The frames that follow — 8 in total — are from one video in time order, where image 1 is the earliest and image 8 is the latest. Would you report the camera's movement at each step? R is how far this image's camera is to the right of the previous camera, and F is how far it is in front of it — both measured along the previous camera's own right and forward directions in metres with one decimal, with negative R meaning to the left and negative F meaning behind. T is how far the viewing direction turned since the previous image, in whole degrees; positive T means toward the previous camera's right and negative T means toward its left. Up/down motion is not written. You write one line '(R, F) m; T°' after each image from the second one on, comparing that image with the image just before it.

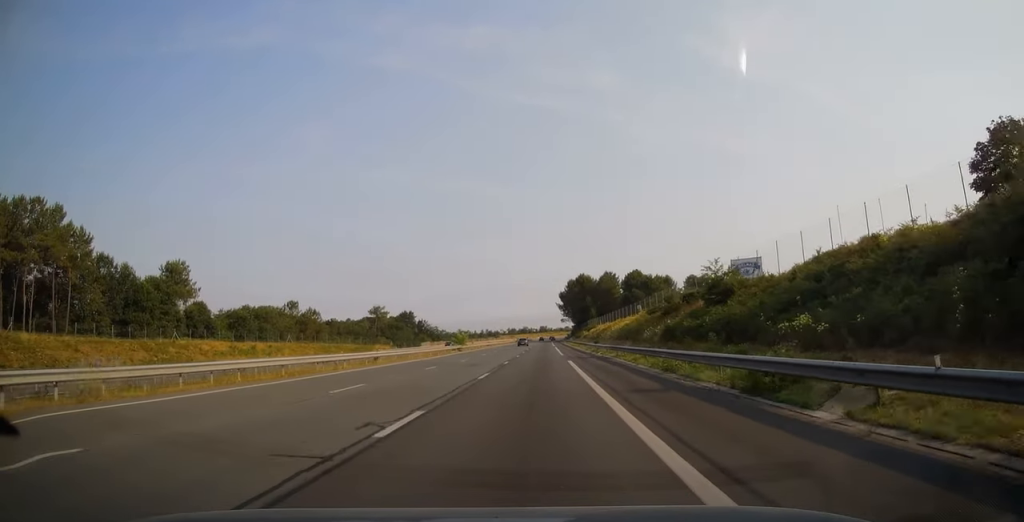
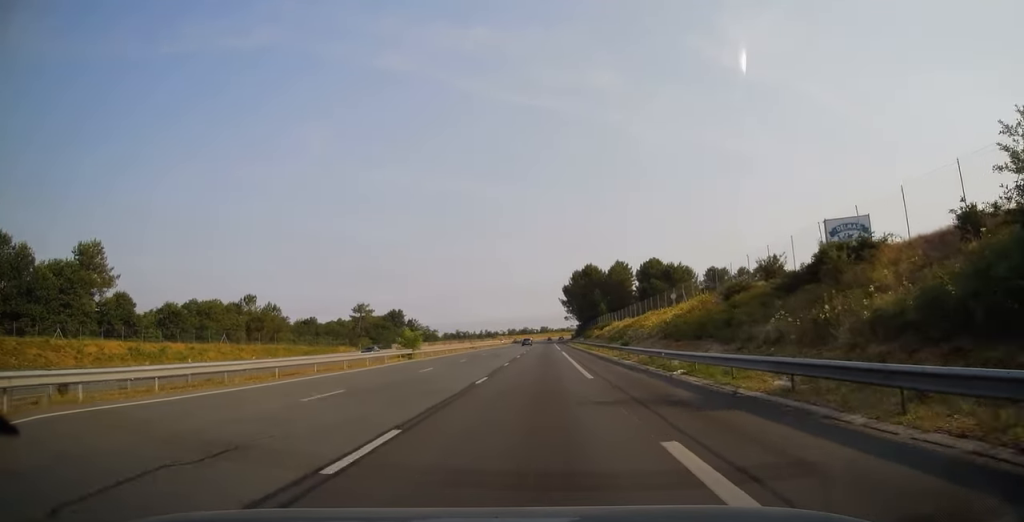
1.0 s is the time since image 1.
(+0.1, +28.3) m; 0°
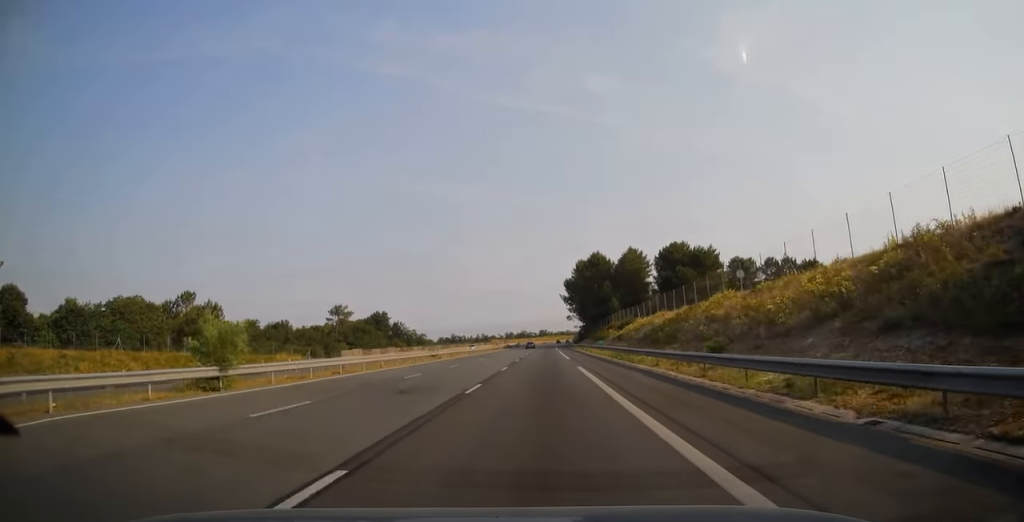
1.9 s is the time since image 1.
(0.0, +28.8) m; 0°
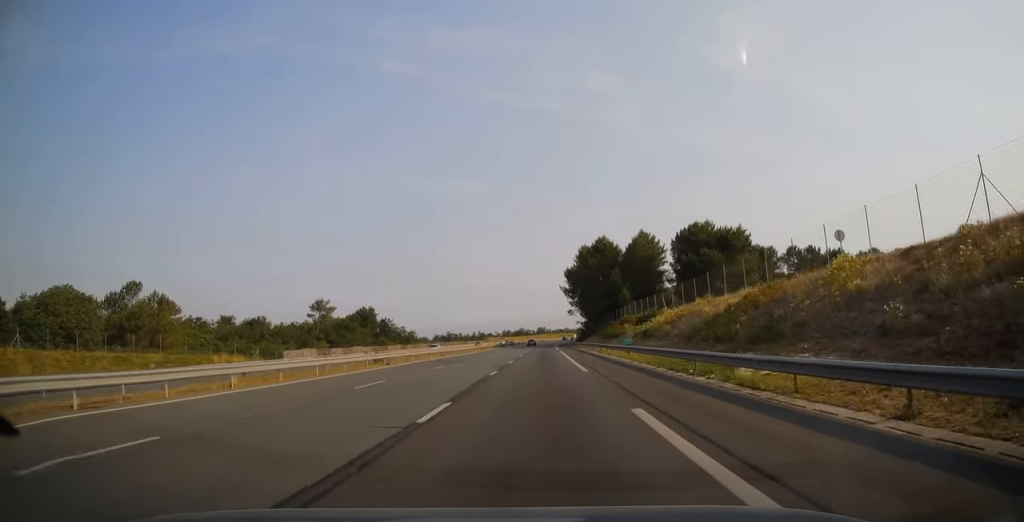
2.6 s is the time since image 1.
(0.0, +19.1) m; 0°
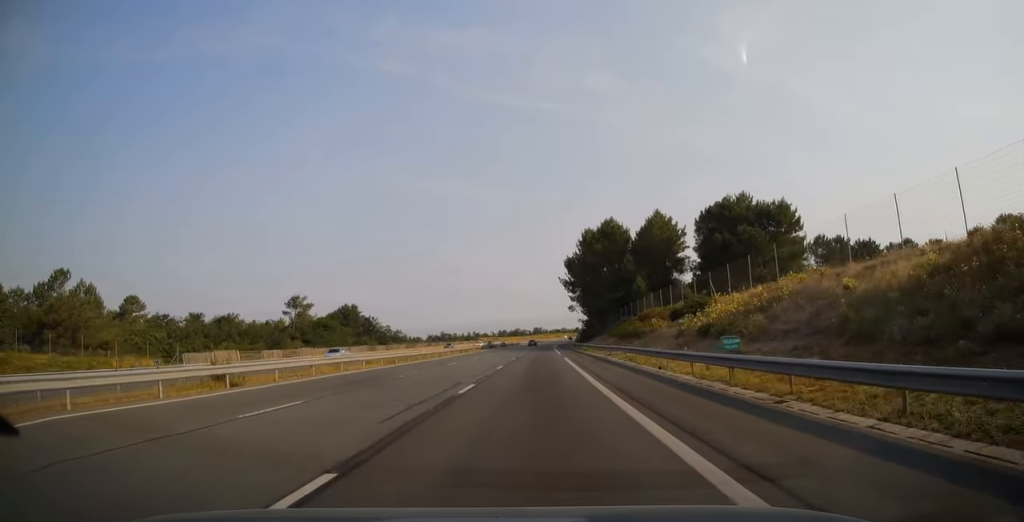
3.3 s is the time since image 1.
(+0.1, +20.1) m; 0°
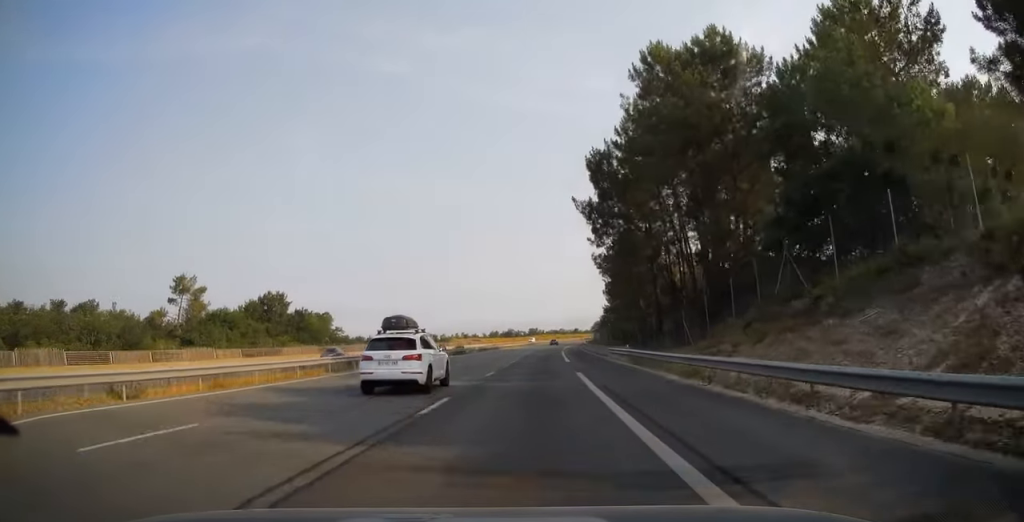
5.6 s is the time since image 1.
(+0.2, +69.5) m; 0°
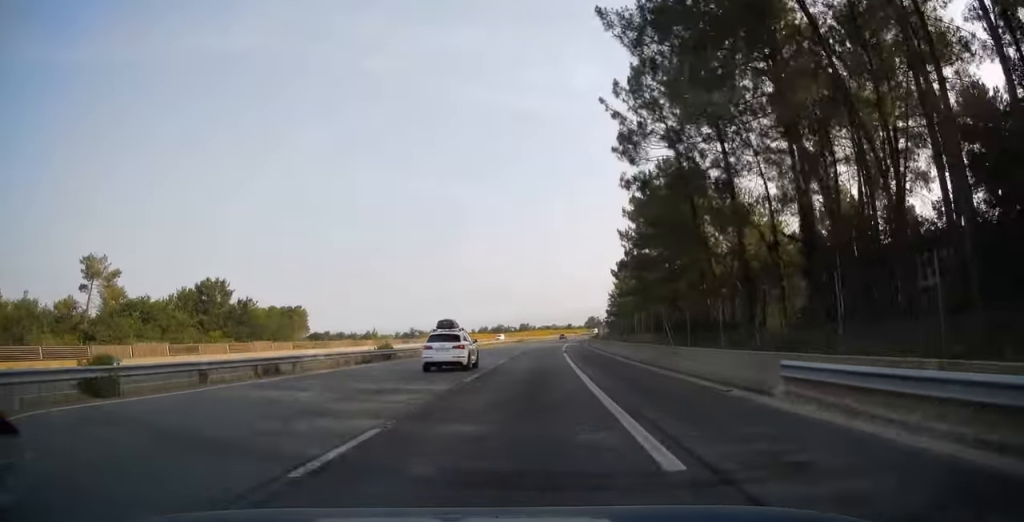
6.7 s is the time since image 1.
(0.0, +31.7) m; 0°
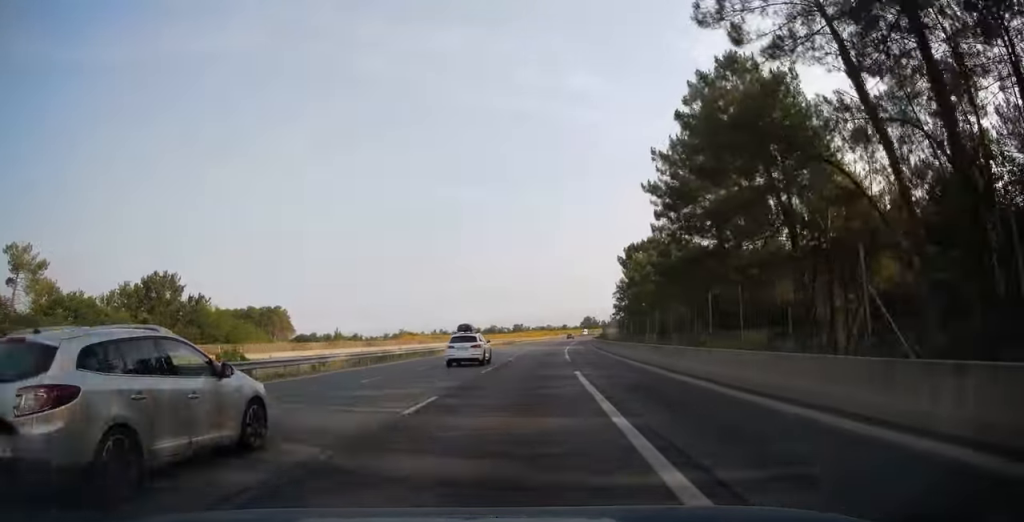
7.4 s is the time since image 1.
(0.0, +20.9) m; +1°
